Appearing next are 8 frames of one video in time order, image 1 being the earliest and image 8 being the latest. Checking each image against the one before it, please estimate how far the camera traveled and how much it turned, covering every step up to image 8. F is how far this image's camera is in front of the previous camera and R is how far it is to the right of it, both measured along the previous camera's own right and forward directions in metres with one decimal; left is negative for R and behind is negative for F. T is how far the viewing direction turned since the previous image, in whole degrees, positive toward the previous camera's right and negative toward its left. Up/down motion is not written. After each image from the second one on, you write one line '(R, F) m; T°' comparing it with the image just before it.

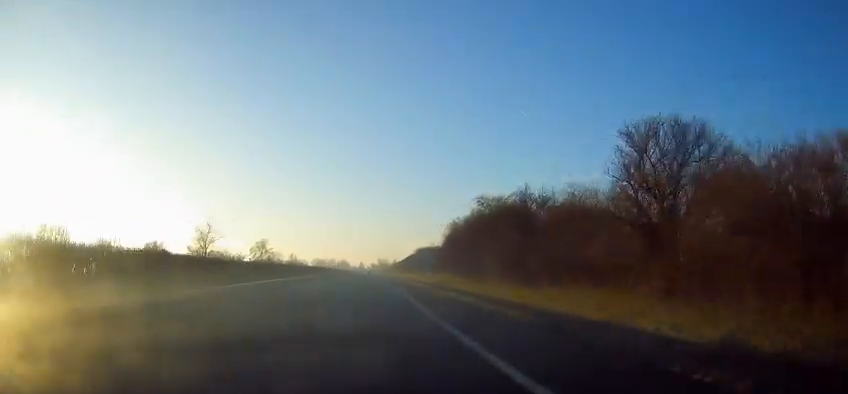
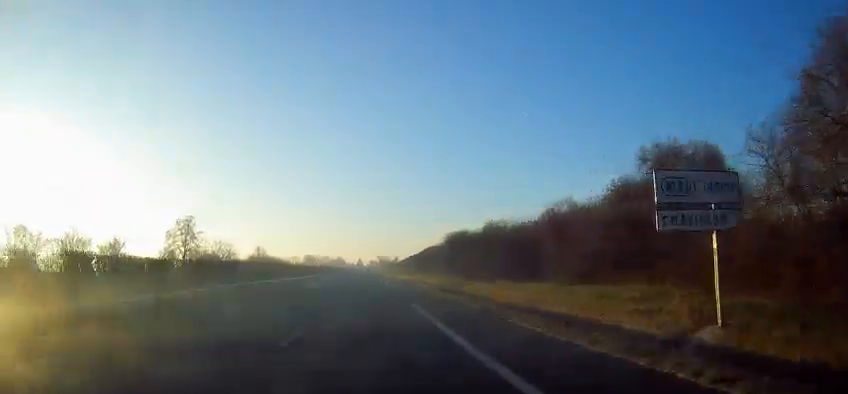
(0.0, +70.3) m; 0°
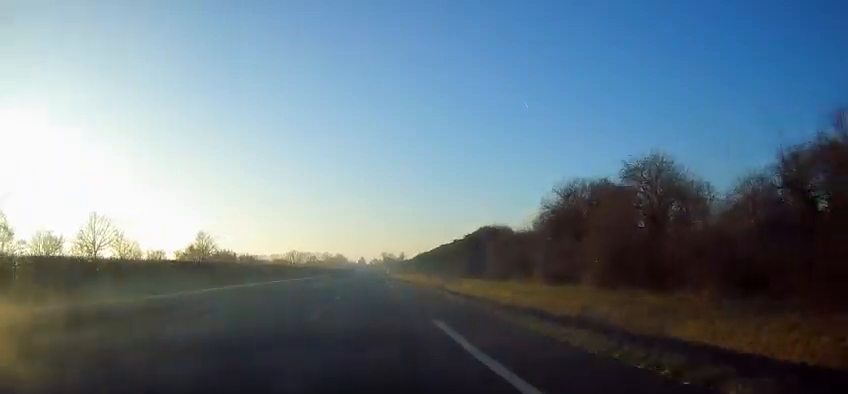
(0.0, +59.8) m; 0°
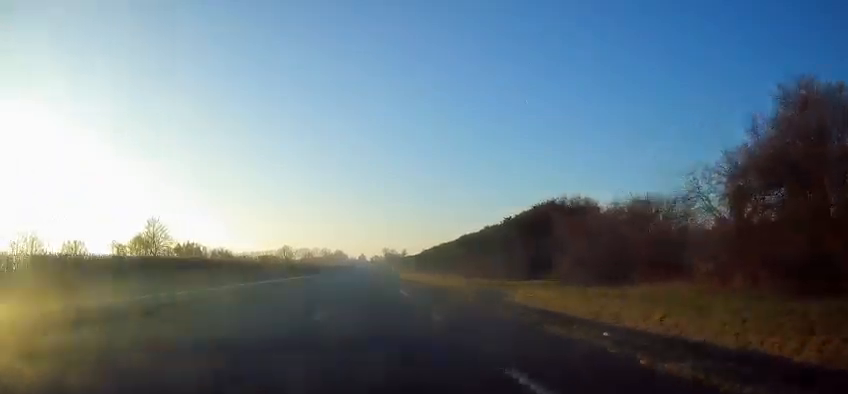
(0.0, +26.2) m; -1°
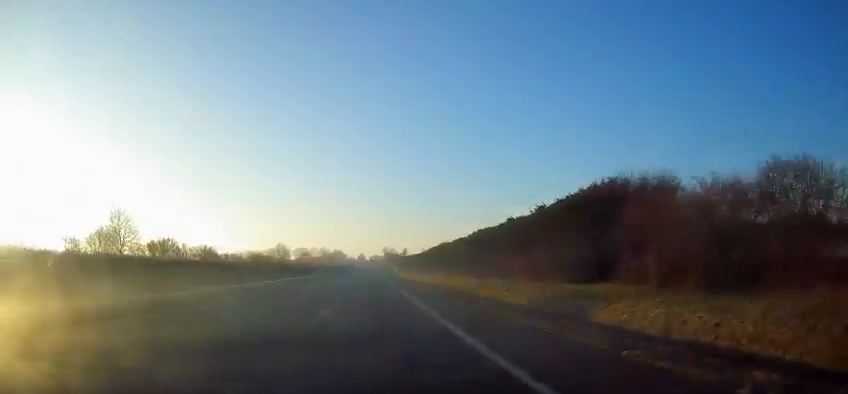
(-0.1, +12.6) m; 0°
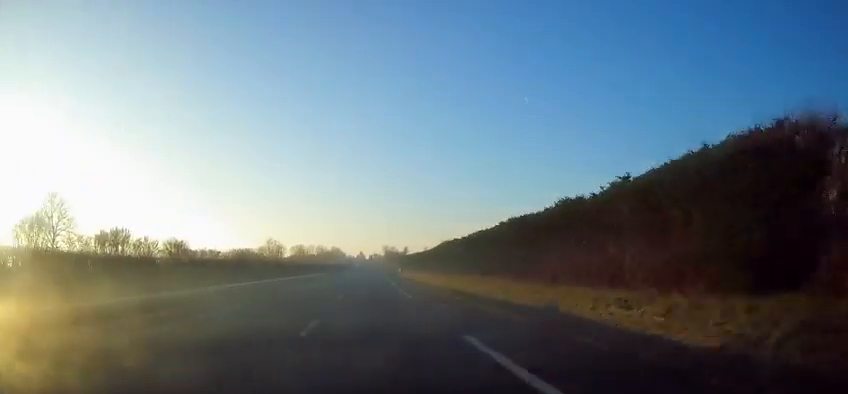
(-0.2, +17.4) m; 0°
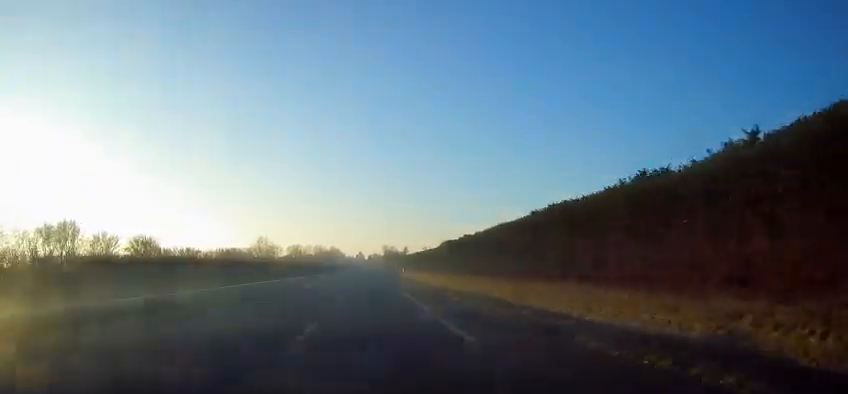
(+0.2, +13.6) m; 0°
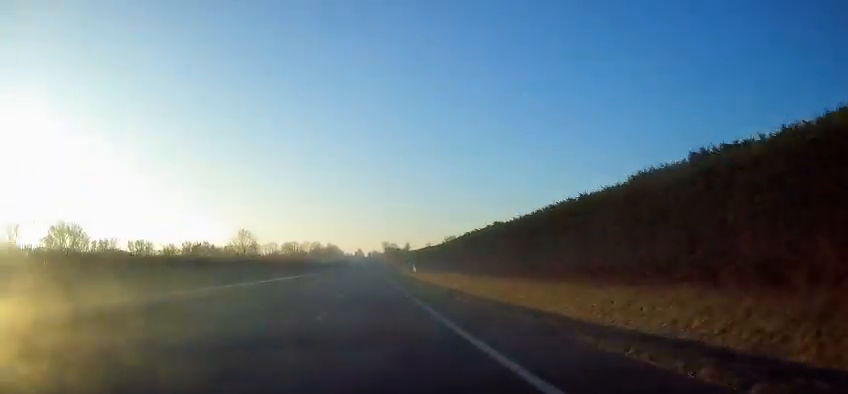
(+0.2, +22.4) m; 0°
